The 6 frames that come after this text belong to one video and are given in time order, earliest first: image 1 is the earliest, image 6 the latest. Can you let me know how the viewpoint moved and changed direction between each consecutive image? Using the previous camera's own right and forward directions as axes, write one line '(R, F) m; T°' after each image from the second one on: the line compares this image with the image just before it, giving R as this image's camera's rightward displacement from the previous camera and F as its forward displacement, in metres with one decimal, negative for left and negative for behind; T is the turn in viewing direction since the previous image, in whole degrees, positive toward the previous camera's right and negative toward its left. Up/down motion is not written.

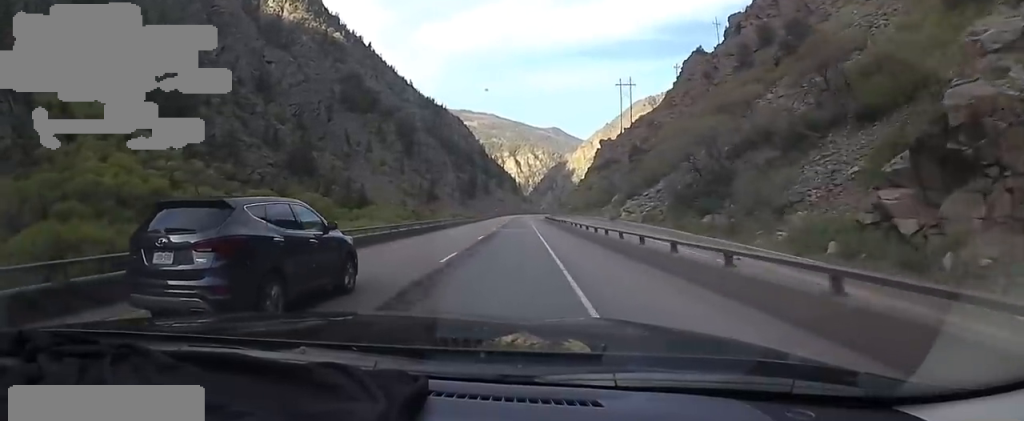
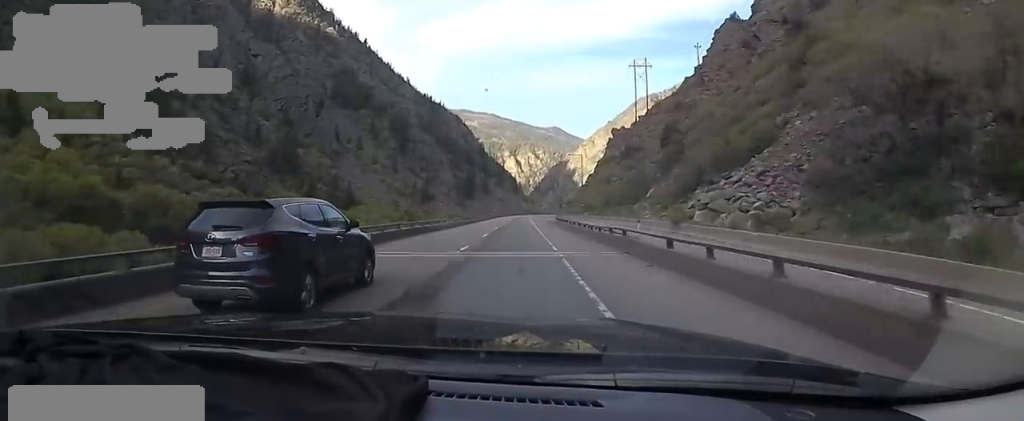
(+0.4, +22.4) m; 0°
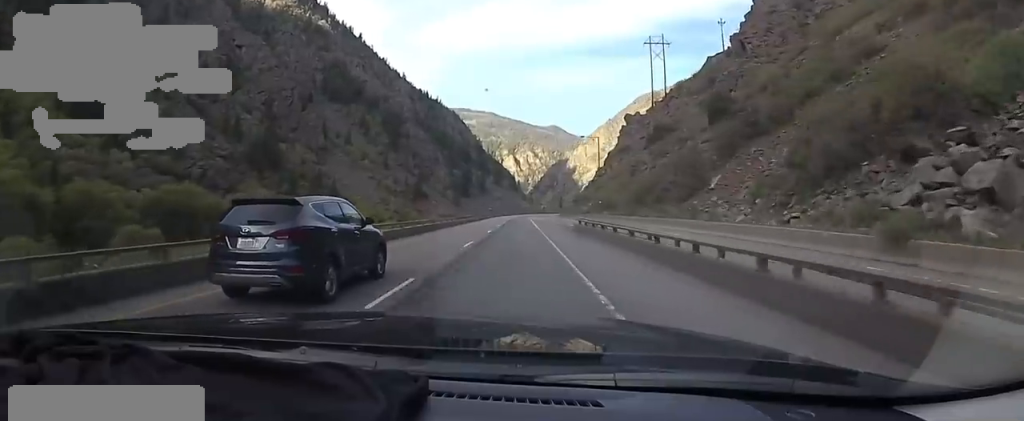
(-0.2, +20.7) m; -1°
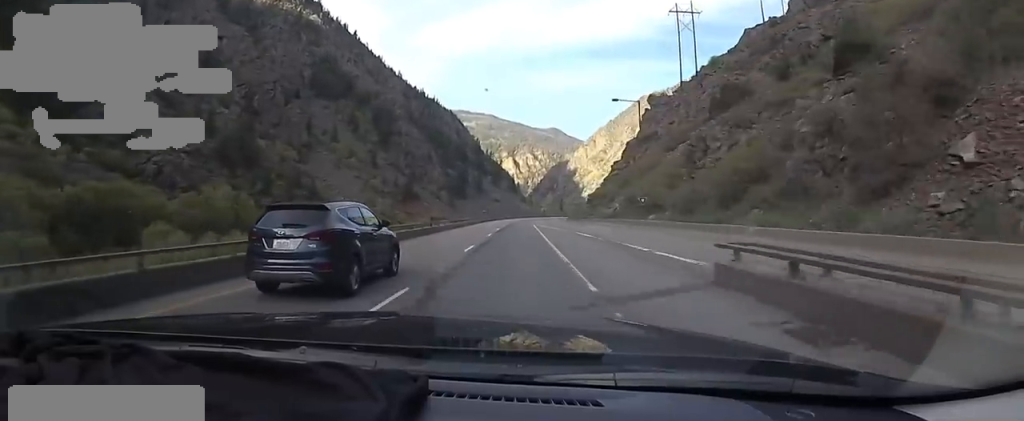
(-0.3, +25.0) m; 0°
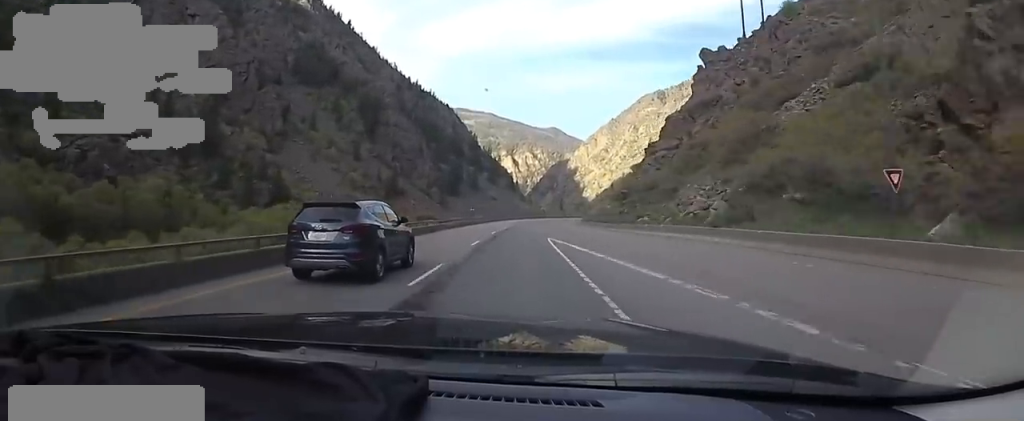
(0.0, +32.7) m; +2°
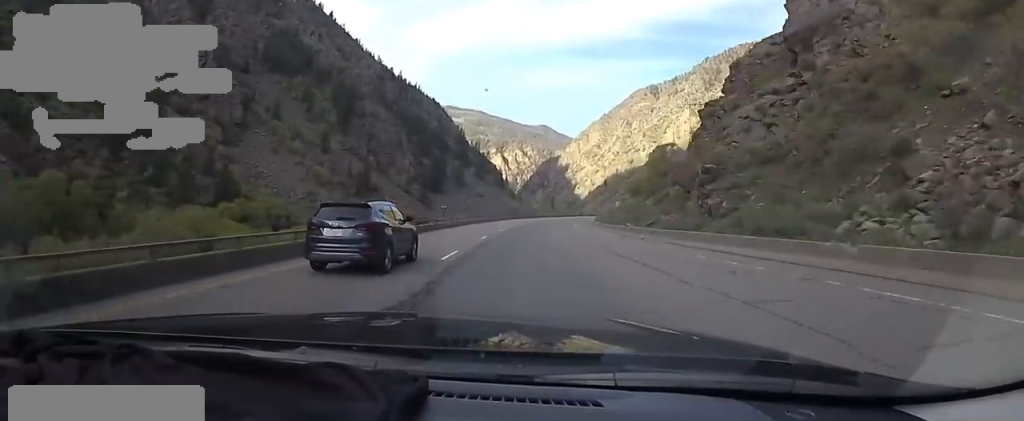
(+1.6, +30.7) m; +1°
